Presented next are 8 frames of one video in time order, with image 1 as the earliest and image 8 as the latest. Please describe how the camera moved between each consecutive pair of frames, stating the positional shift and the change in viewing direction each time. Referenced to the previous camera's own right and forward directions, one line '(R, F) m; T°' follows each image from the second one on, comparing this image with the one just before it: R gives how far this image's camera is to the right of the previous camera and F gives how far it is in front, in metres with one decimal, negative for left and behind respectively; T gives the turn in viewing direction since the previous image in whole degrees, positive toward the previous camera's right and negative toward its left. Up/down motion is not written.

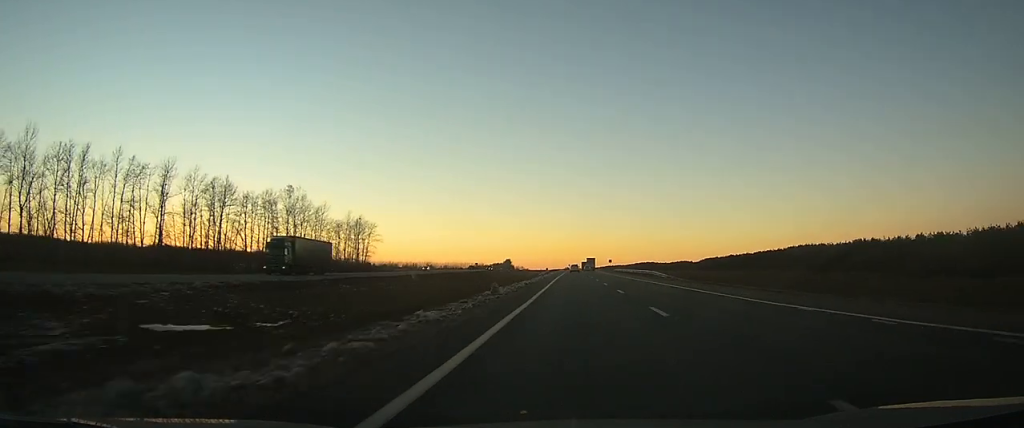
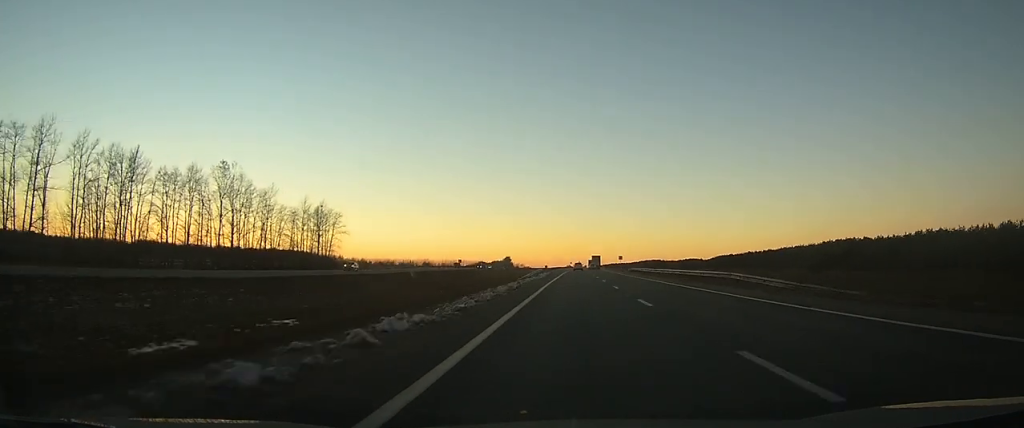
(-0.1, +32.1) m; 0°
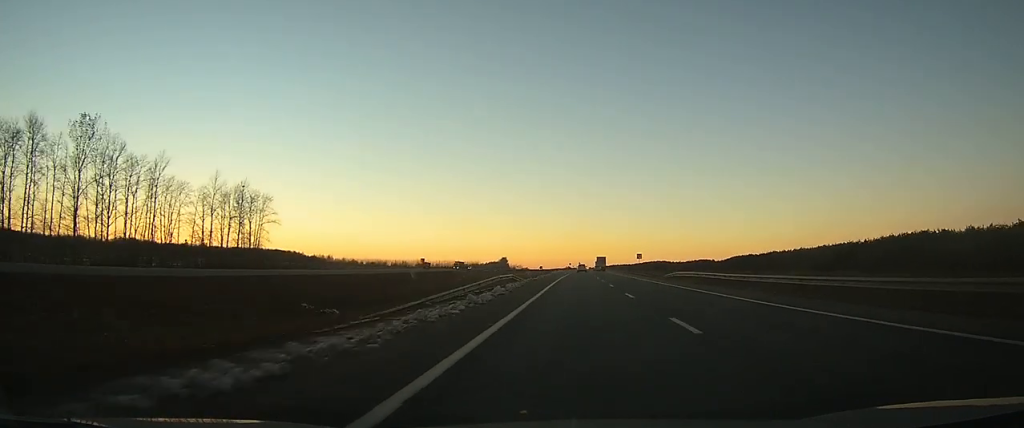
(-0.1, +40.0) m; 0°
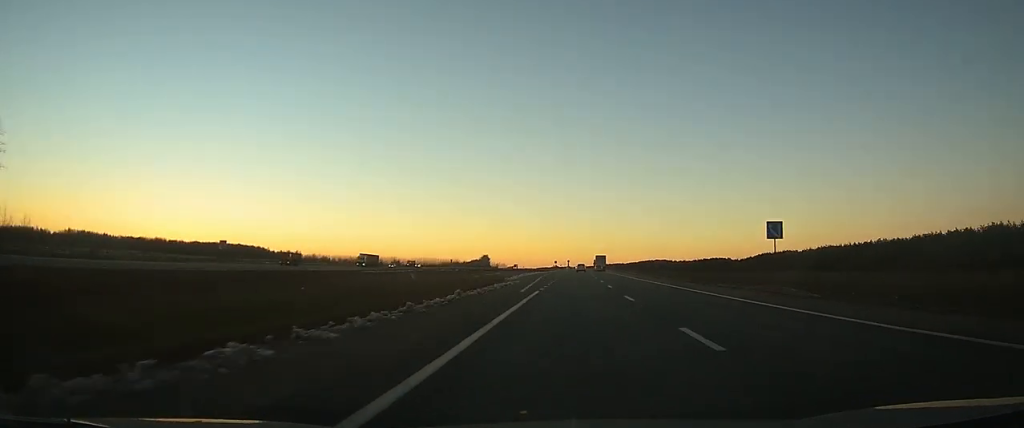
(+0.3, +71.1) m; +1°
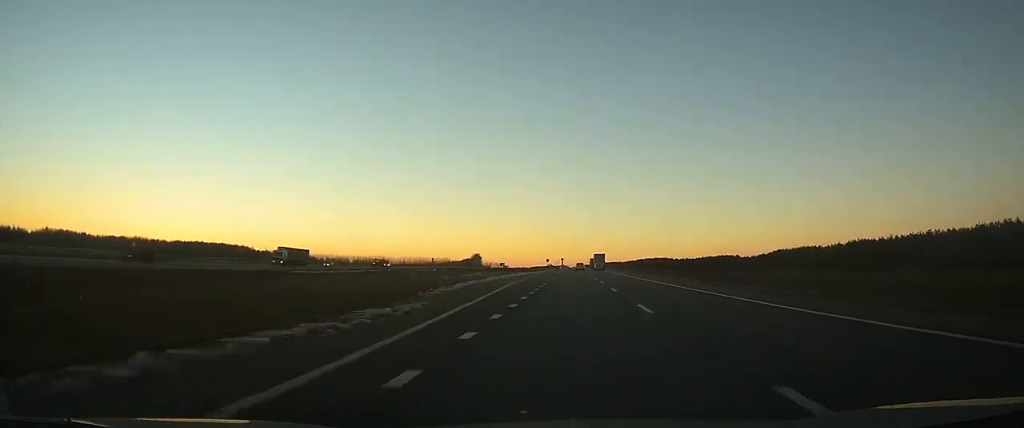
(0.0, +30.3) m; 0°
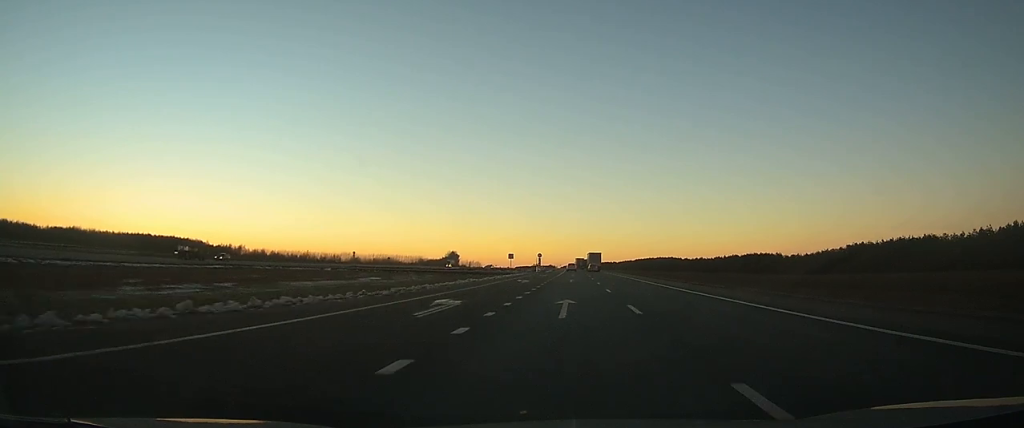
(+1.0, +84.3) m; +1°
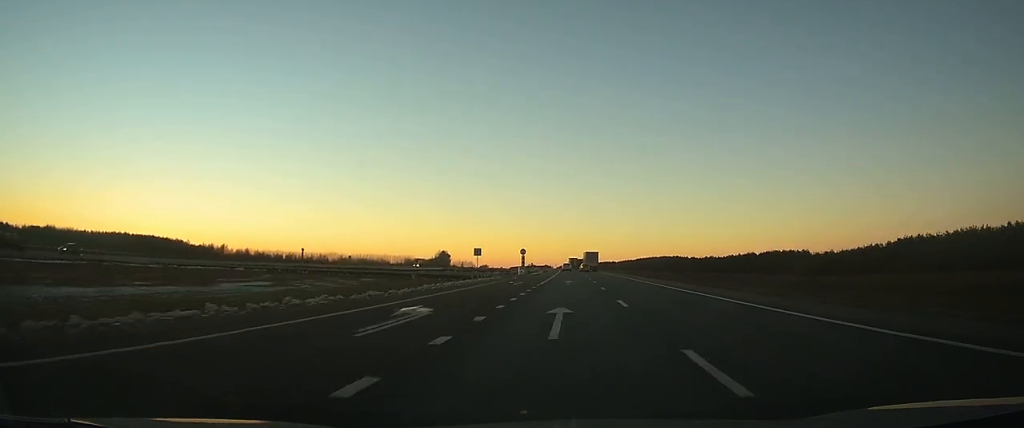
(+0.1, +32.9) m; 0°
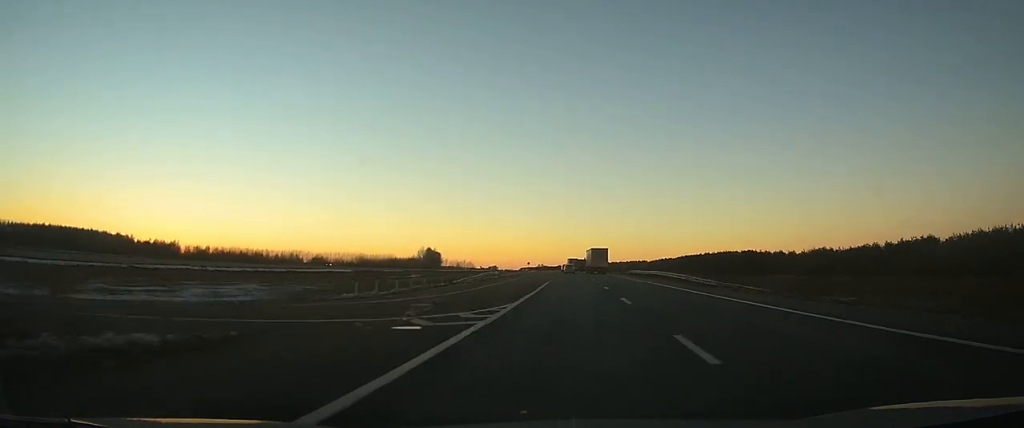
(-0.5, +124.5) m; -1°
